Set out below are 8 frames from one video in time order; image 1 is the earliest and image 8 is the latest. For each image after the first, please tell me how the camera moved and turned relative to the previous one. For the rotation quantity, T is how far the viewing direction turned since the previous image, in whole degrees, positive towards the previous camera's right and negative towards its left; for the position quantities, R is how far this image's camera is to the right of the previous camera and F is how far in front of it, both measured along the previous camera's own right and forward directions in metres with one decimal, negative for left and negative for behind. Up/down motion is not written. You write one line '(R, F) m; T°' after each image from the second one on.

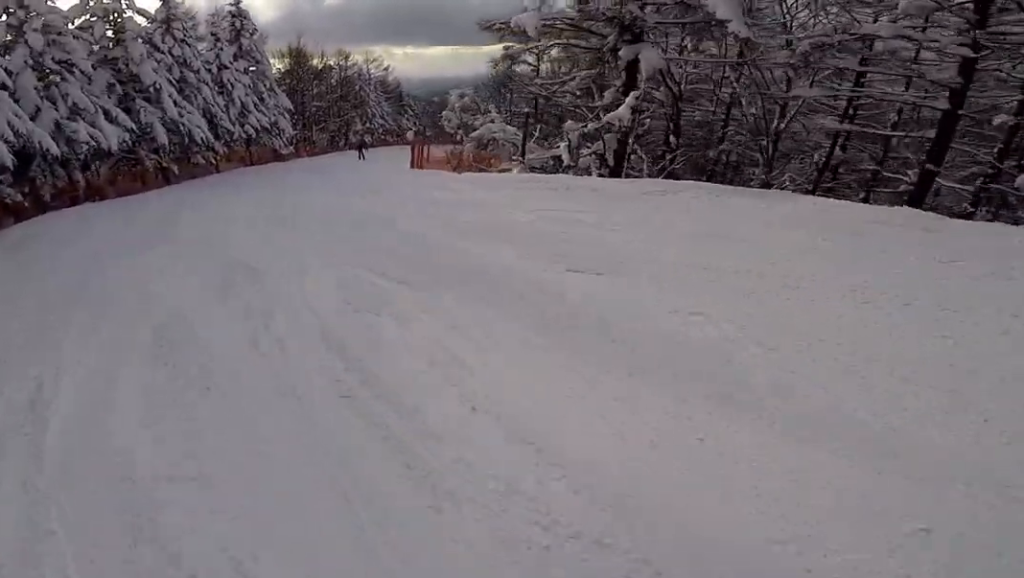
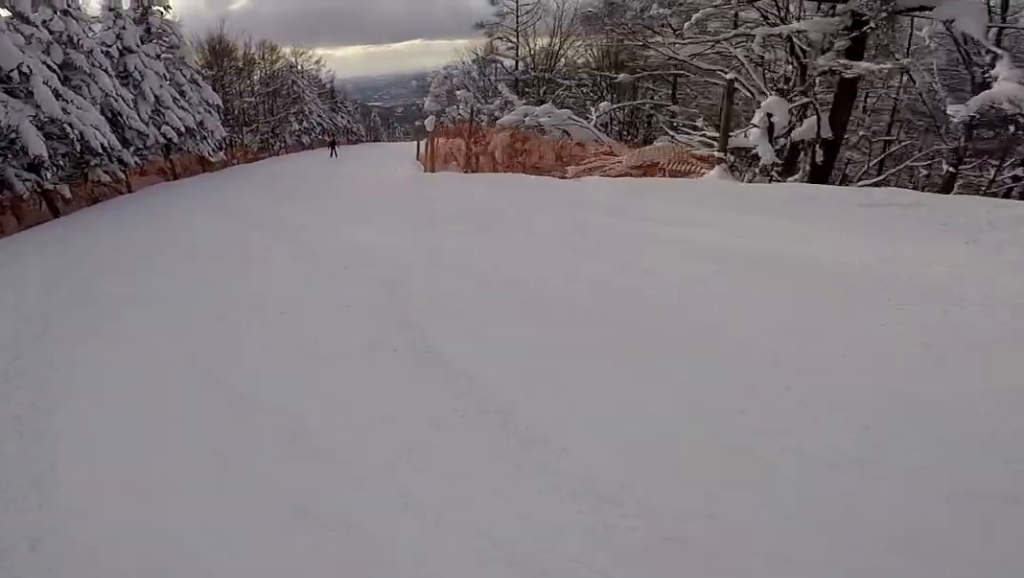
(+0.6, +8.9) m; +3°
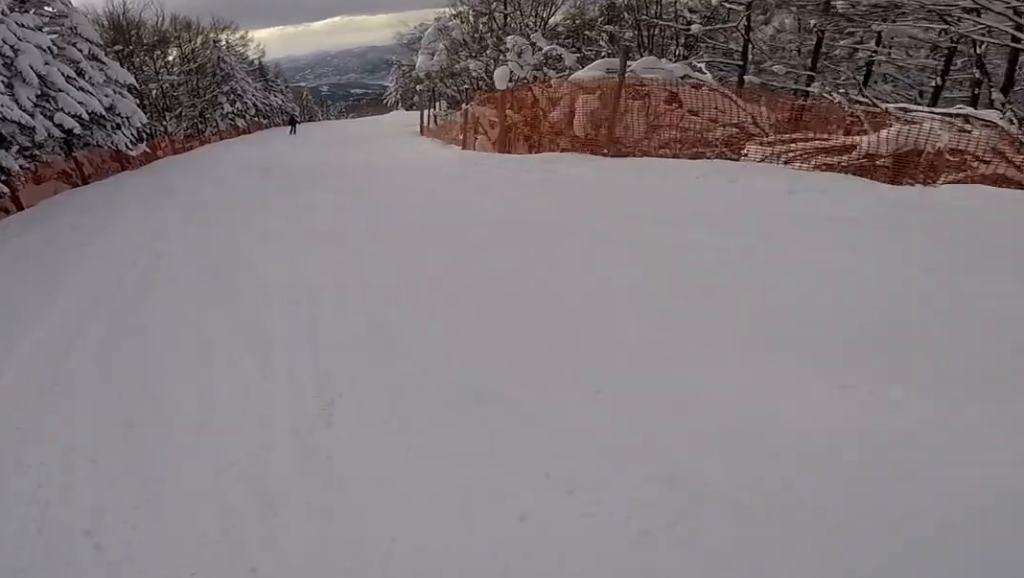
(-0.1, +6.6) m; +5°
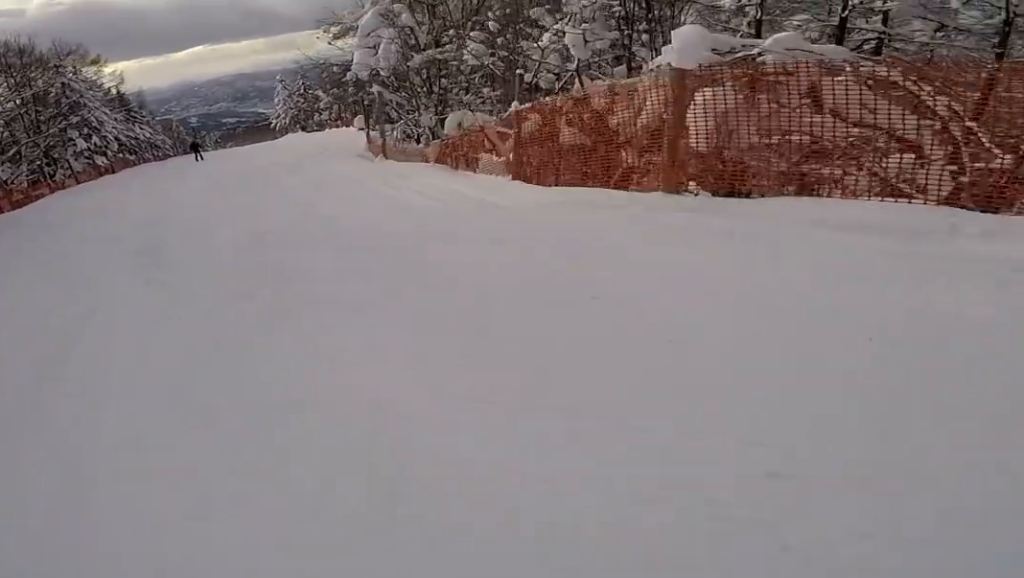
(+0.3, +6.6) m; +7°
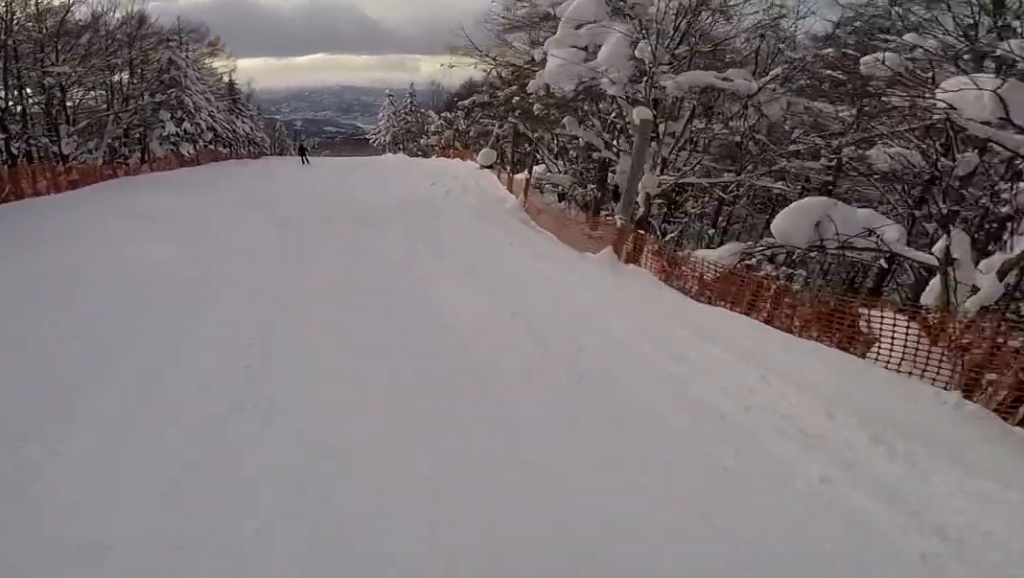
(+0.9, +7.0) m; +6°
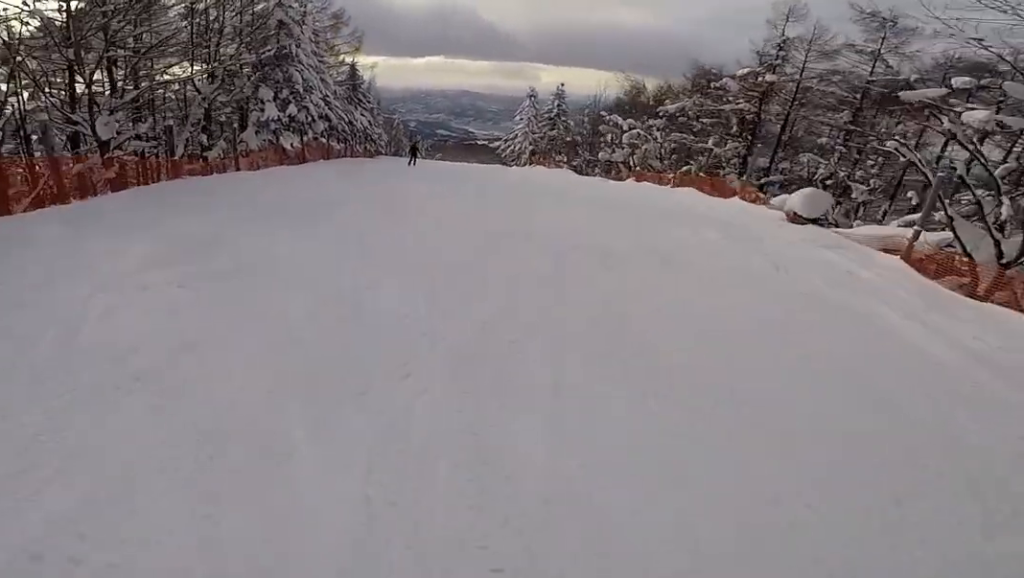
(-0.7, +10.0) m; -4°
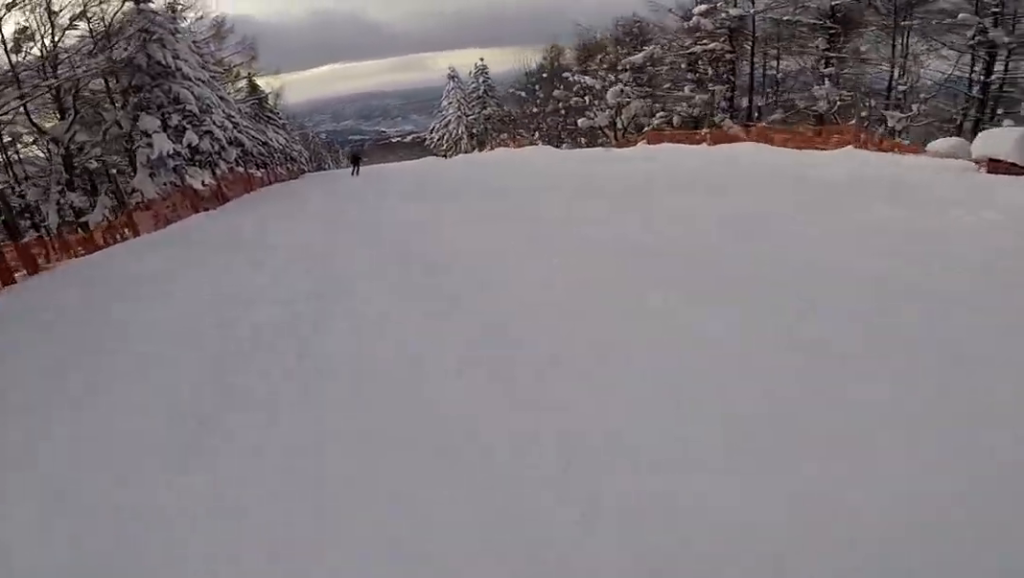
(-1.0, +5.6) m; +7°
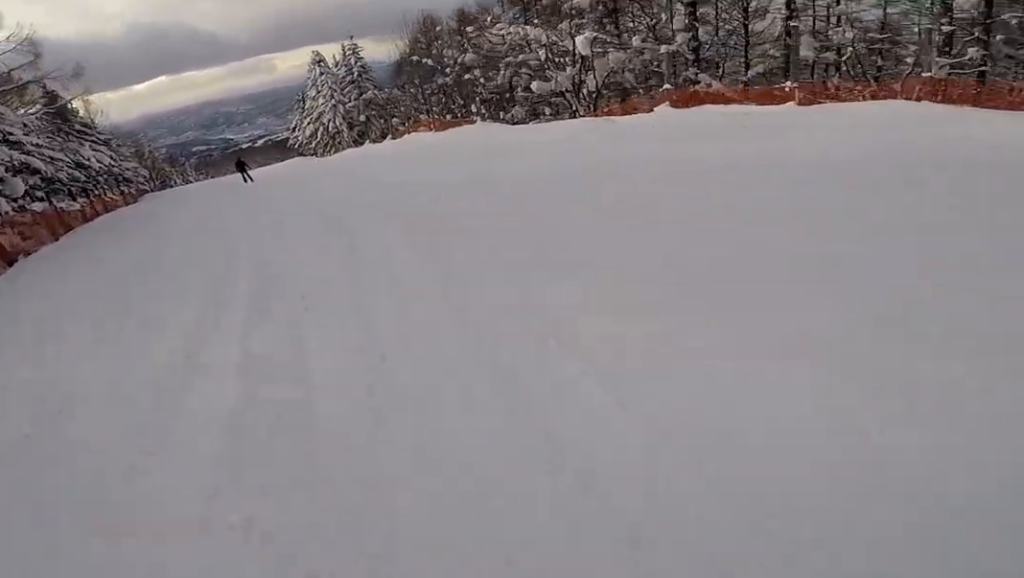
(+2.4, +7.9) m; +9°
